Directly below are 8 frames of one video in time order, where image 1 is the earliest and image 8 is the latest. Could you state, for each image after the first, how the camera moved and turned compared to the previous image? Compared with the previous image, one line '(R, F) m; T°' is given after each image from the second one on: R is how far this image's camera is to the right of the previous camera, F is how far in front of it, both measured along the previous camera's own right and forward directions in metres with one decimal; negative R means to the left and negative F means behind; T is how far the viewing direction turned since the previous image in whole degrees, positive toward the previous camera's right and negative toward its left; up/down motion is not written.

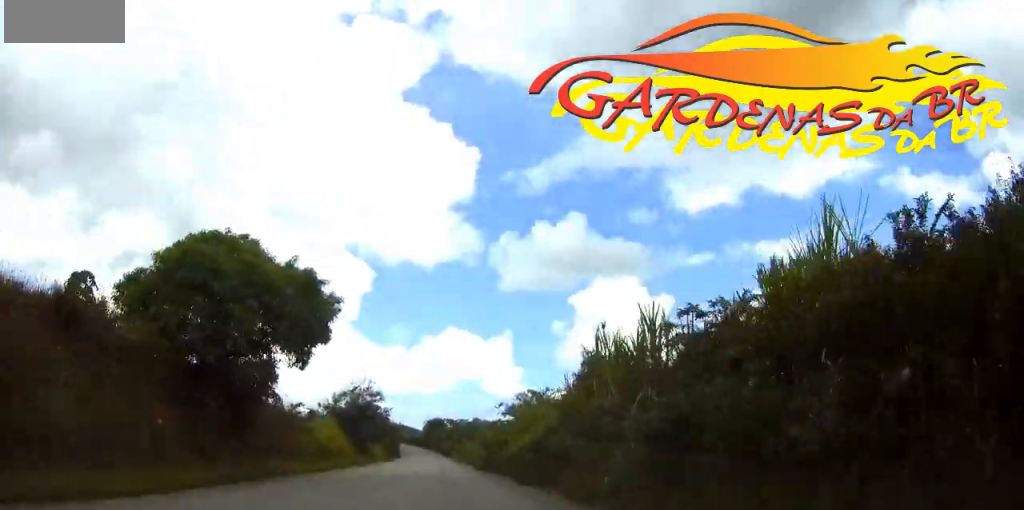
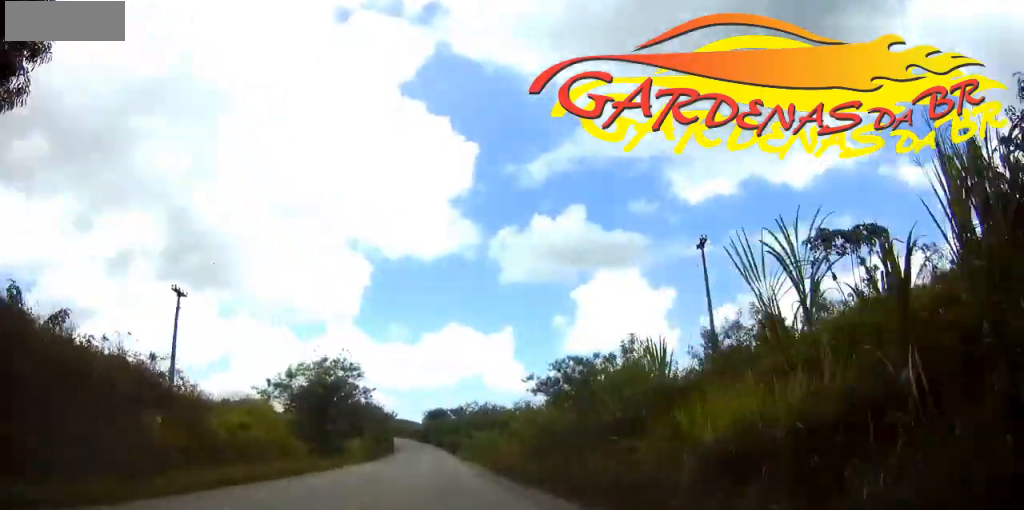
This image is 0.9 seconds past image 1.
(0.0, +22.9) m; 0°
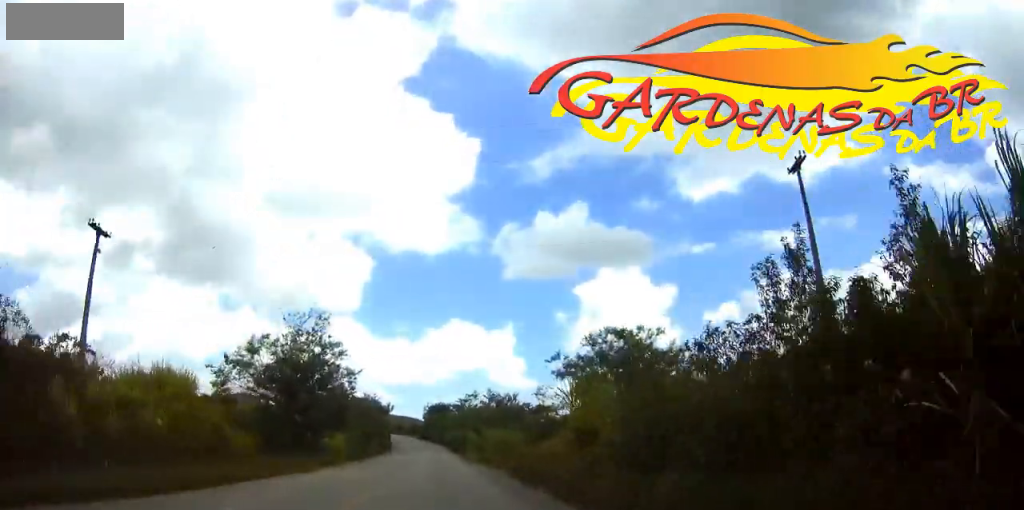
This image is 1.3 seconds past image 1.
(0.0, +11.0) m; 0°
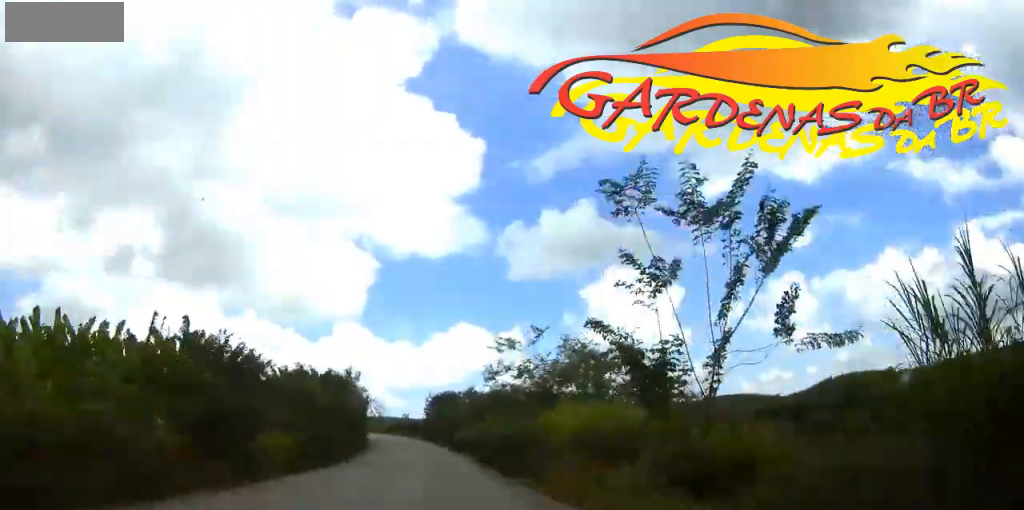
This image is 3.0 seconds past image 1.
(-0.1, +42.2) m; 0°
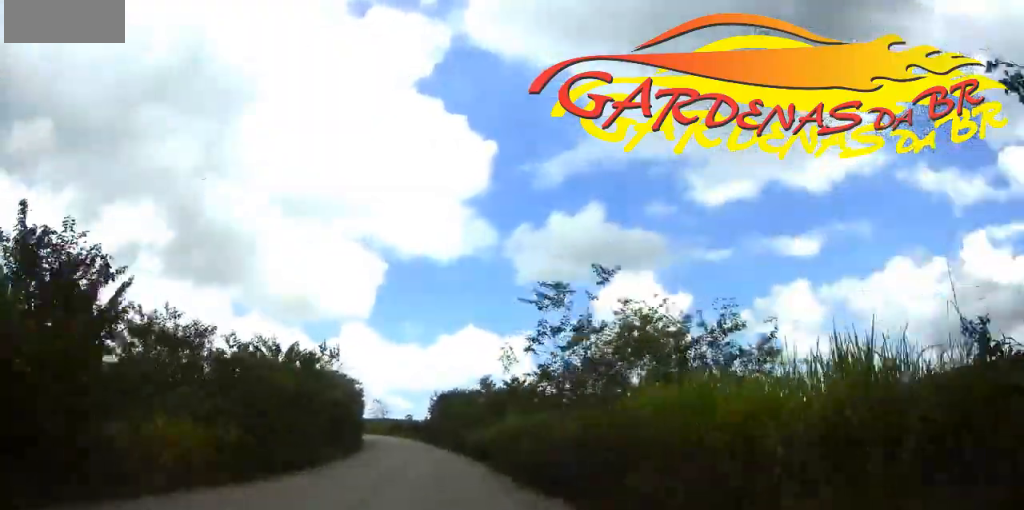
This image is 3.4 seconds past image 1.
(0.0, +10.9) m; 0°
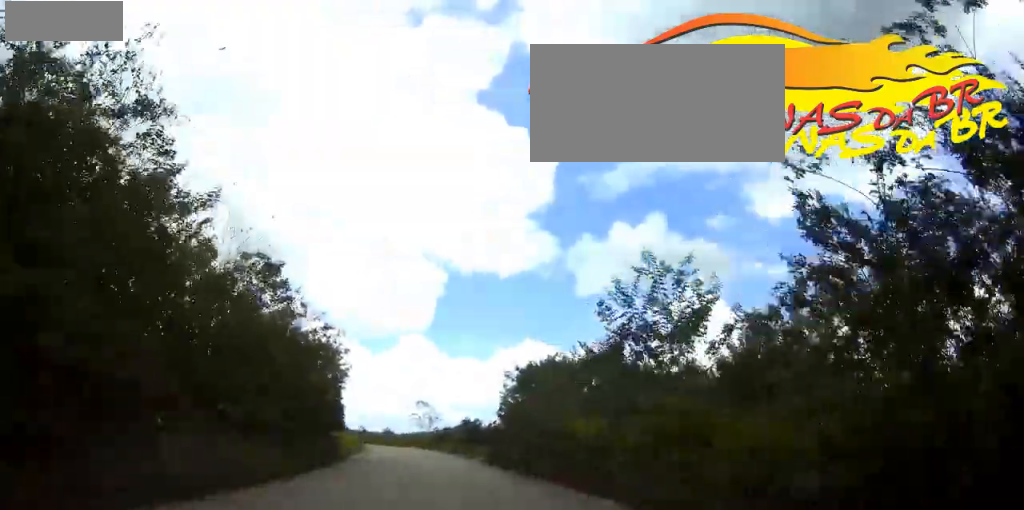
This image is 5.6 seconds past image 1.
(-2.1, +54.1) m; -5°
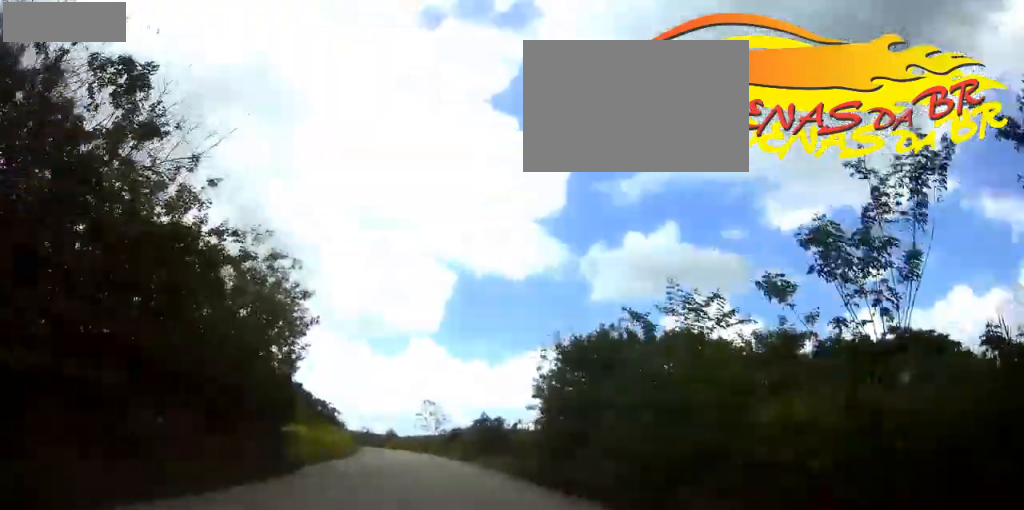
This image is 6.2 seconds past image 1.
(-0.2, +14.1) m; -1°
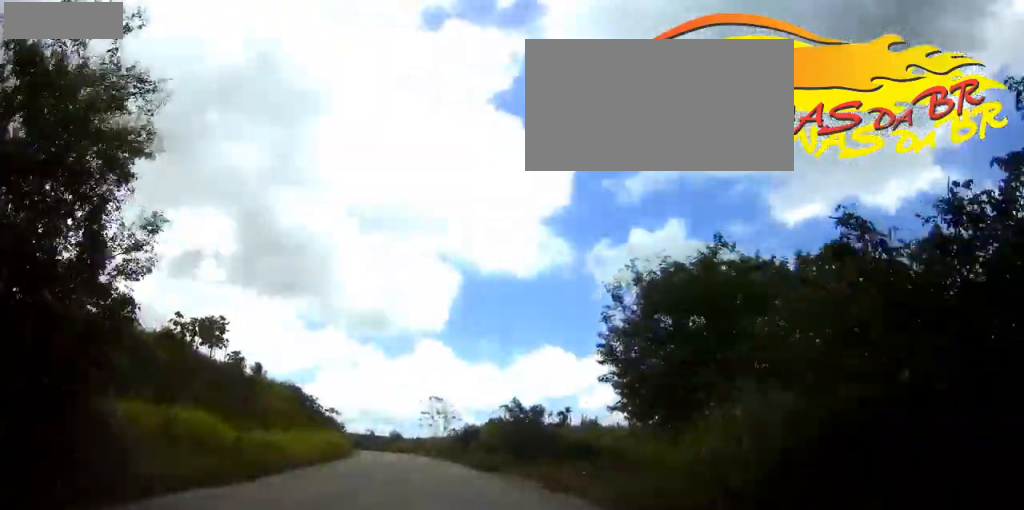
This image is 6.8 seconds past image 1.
(-0.1, +14.7) m; -1°
